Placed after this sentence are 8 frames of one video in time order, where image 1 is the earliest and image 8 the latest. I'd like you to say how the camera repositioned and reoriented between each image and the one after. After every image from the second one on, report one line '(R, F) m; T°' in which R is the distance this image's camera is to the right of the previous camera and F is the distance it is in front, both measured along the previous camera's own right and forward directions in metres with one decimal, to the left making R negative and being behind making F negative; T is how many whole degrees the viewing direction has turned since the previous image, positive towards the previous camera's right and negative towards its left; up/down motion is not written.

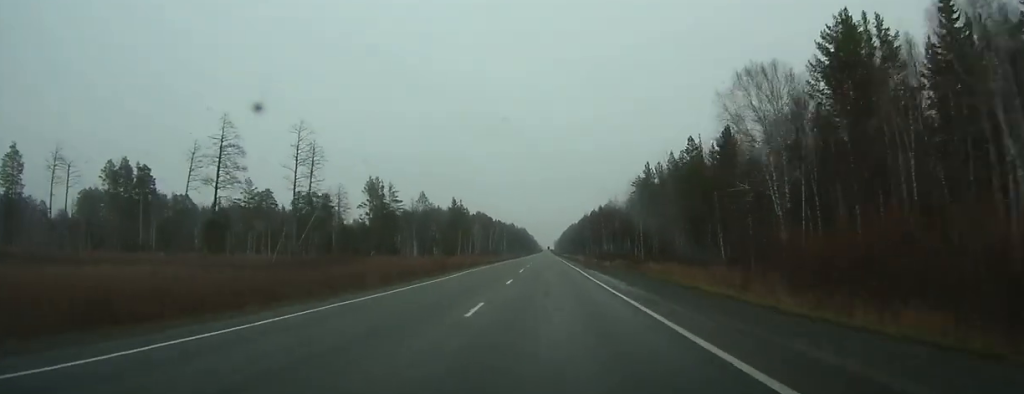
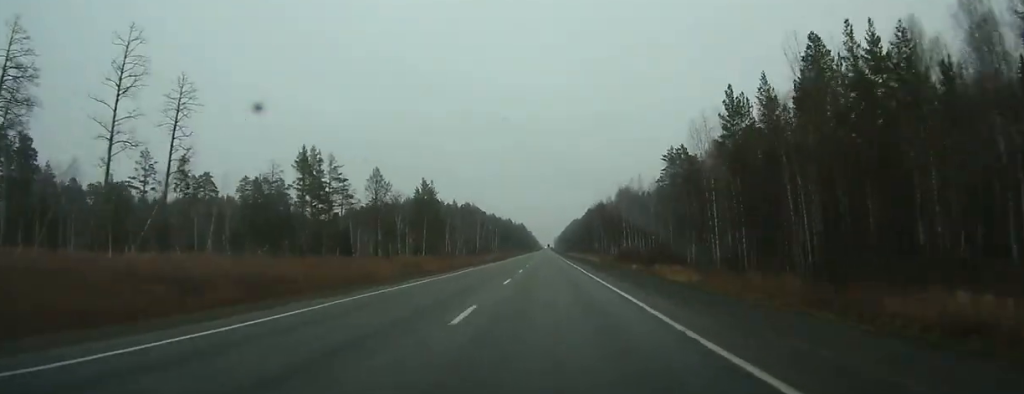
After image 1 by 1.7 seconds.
(0.0, +49.6) m; 0°
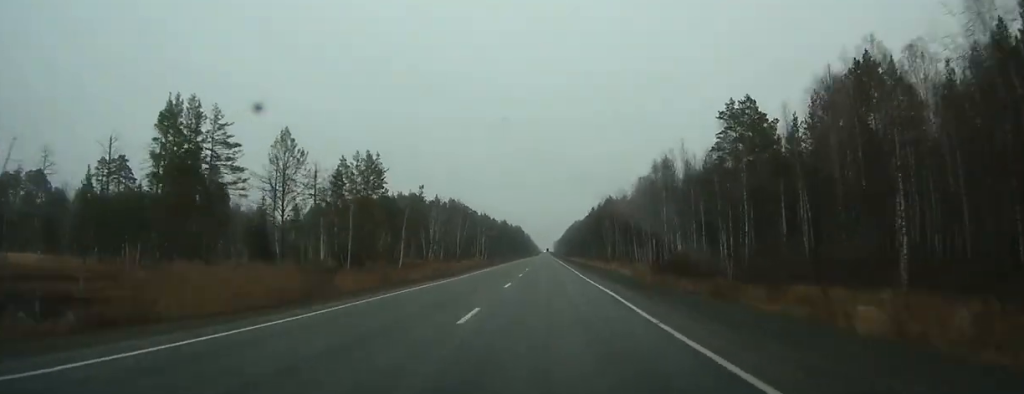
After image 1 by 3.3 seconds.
(0.0, +47.5) m; 0°
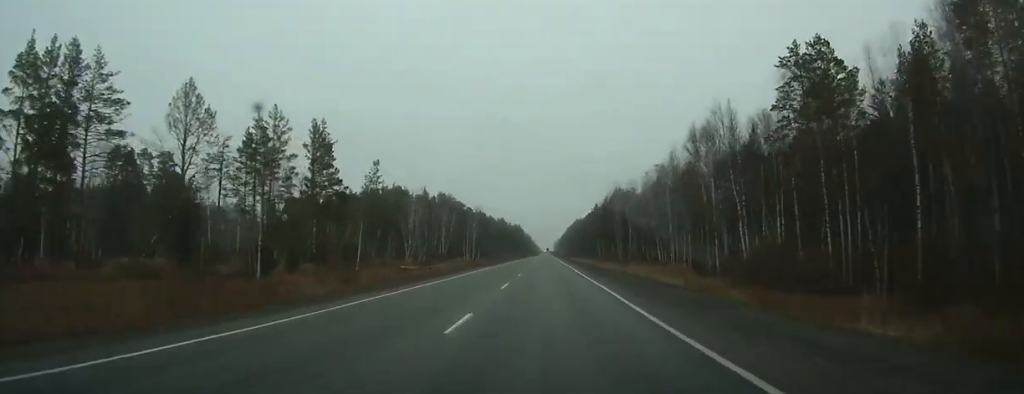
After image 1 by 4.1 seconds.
(0.0, +25.7) m; 0°
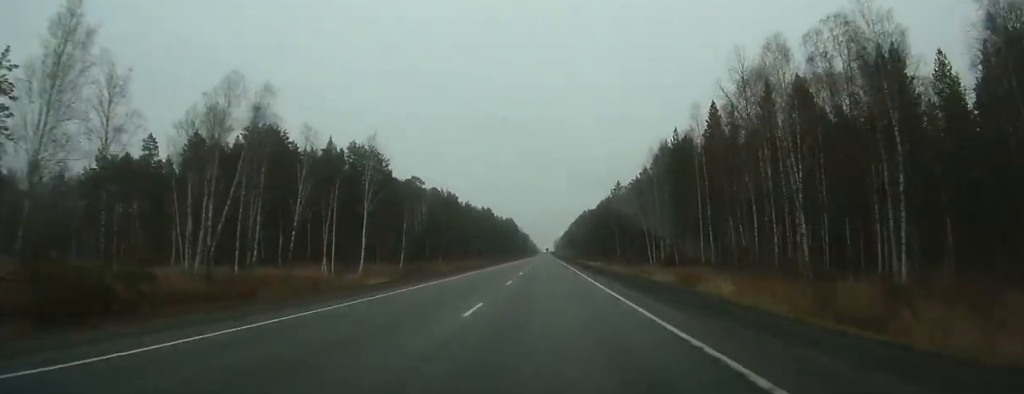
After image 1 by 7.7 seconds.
(+0.3, +105.5) m; +1°
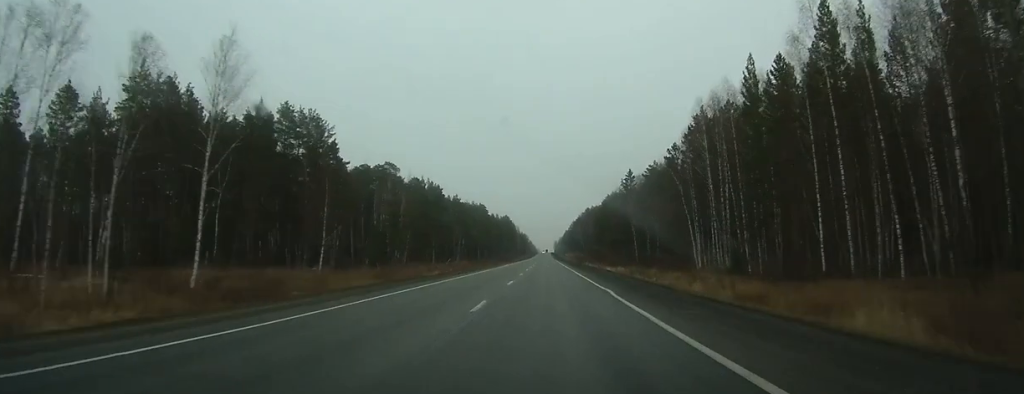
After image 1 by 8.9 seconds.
(+0.1, +34.8) m; 0°
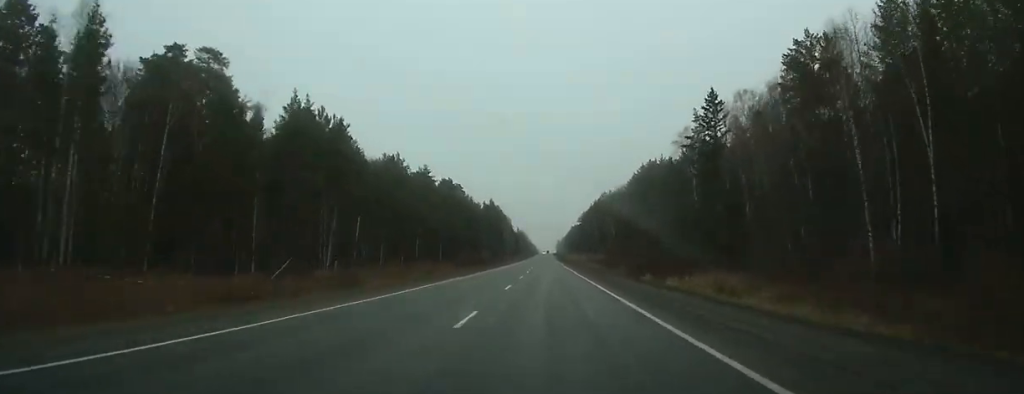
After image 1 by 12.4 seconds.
(-1.2, +99.1) m; -2°
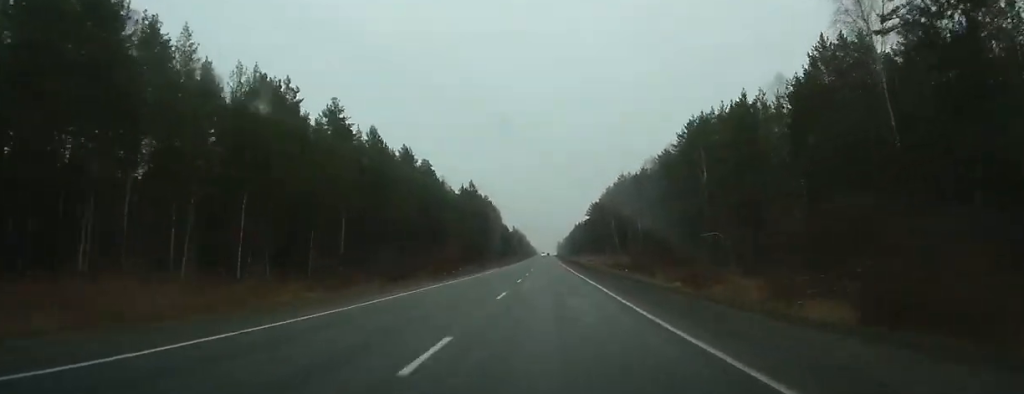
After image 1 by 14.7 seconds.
(+0.2, +64.1) m; 0°
